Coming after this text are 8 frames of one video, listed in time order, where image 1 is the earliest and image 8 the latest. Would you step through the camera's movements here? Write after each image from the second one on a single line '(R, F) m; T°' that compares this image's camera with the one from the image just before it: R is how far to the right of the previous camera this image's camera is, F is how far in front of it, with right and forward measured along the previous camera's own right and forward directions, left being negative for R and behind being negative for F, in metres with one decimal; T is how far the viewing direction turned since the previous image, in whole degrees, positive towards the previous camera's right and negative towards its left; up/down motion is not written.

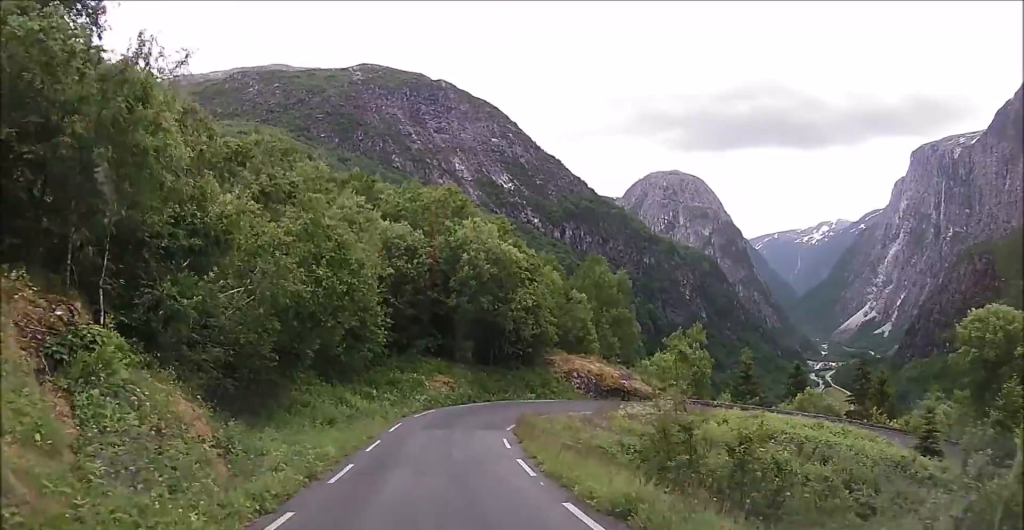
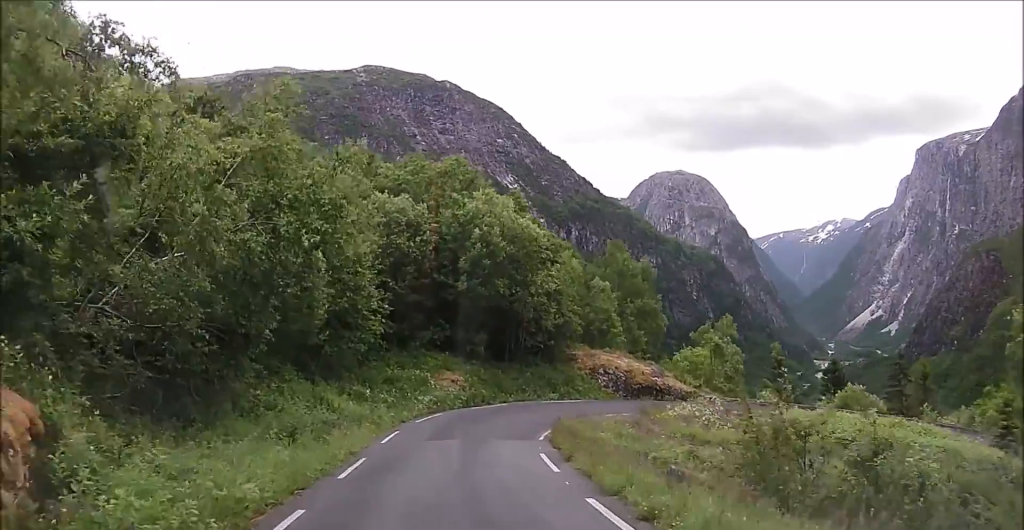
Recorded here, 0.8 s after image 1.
(+0.3, +5.7) m; +2°
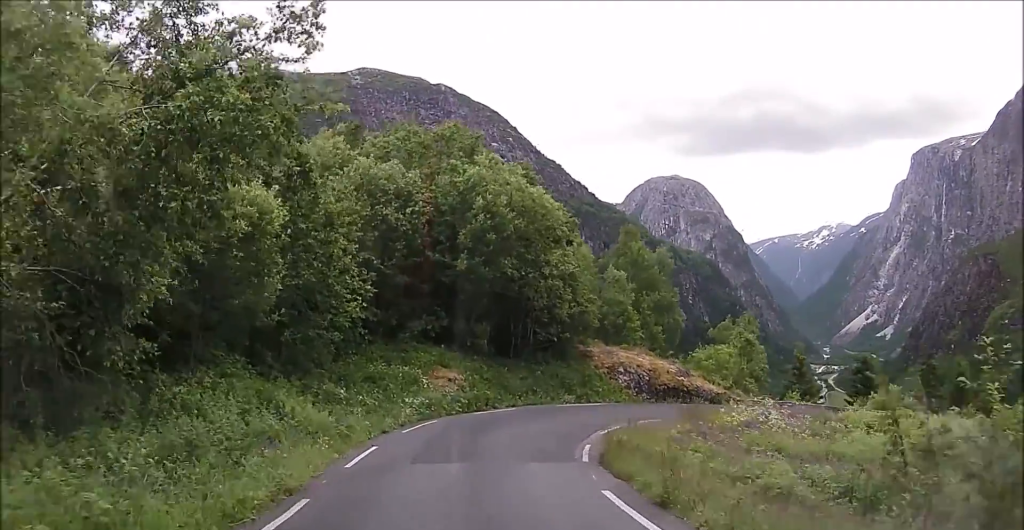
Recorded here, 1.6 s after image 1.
(-0.2, +5.6) m; -1°
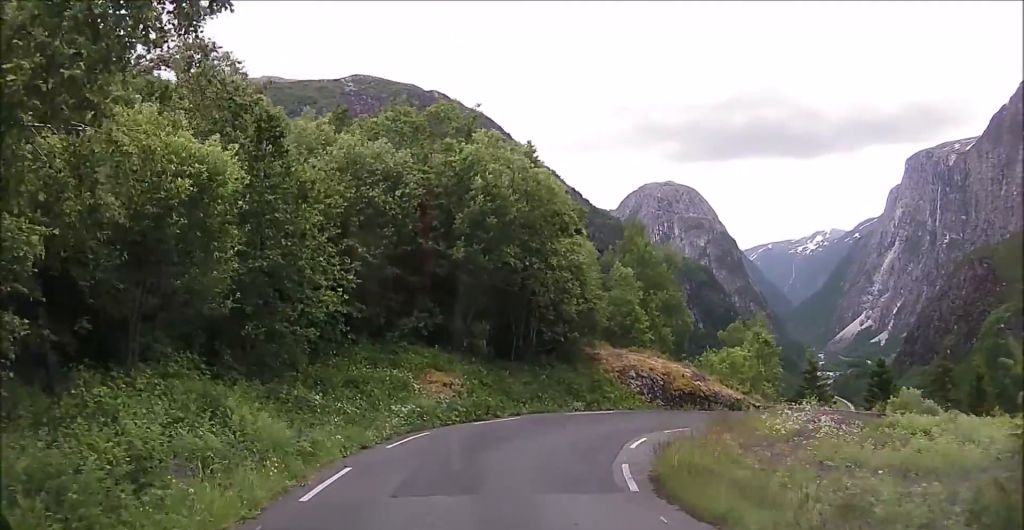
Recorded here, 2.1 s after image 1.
(0.0, +3.2) m; 0°
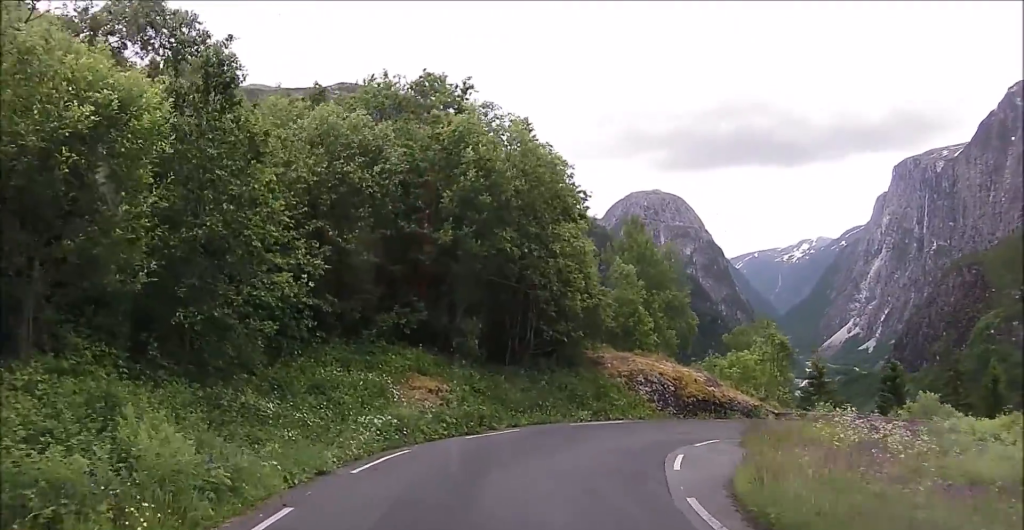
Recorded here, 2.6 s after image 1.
(0.0, +3.4) m; +1°
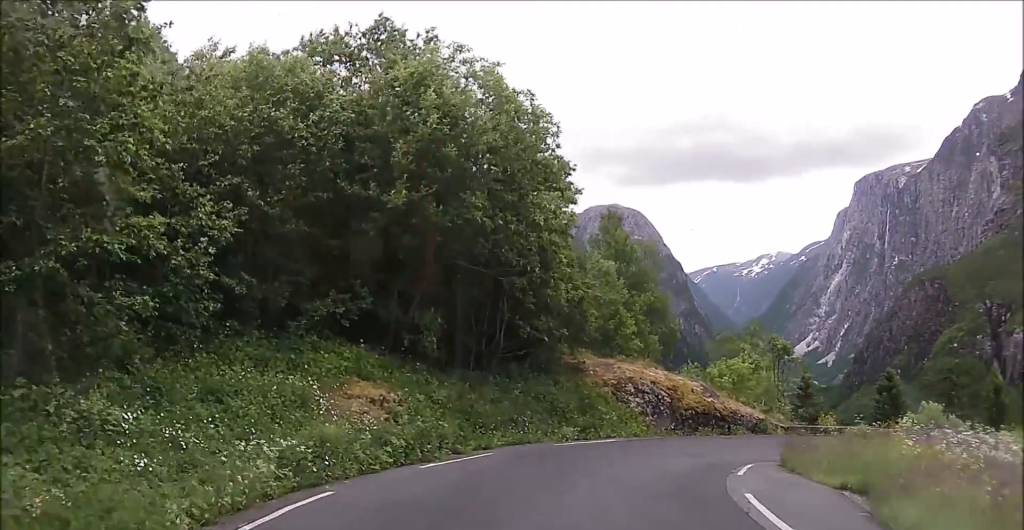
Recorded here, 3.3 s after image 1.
(+0.1, +4.9) m; +5°
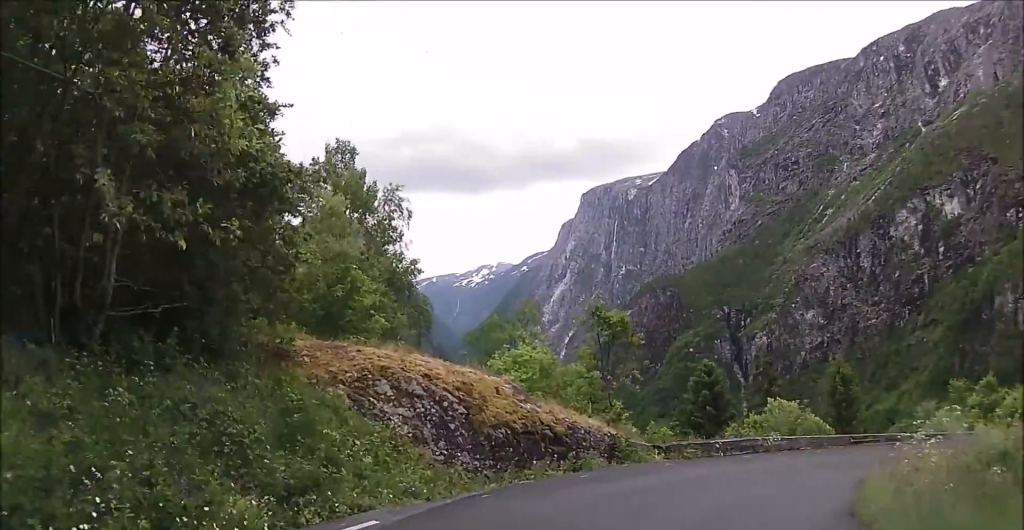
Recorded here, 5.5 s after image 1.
(+2.6, +12.1) m; +31°
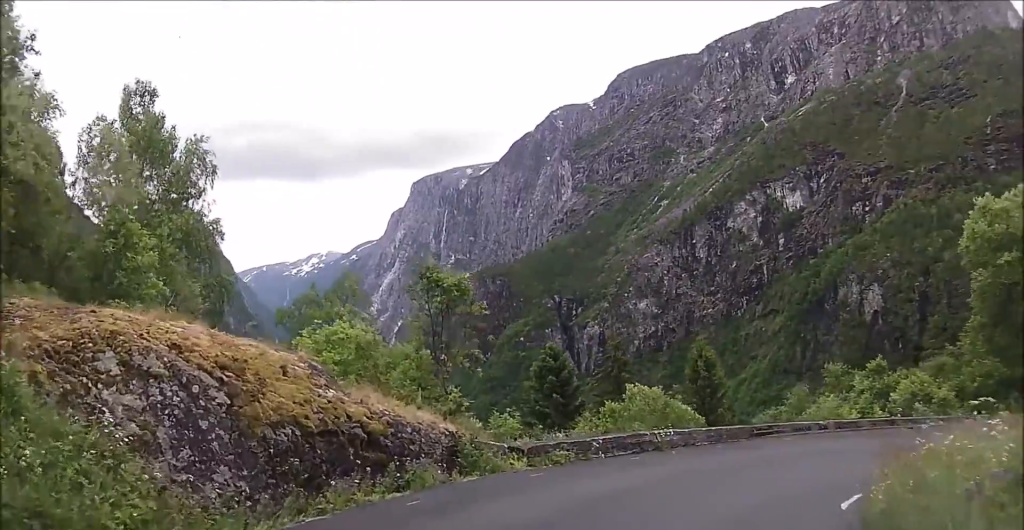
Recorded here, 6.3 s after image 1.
(+0.7, +4.3) m; +18°
